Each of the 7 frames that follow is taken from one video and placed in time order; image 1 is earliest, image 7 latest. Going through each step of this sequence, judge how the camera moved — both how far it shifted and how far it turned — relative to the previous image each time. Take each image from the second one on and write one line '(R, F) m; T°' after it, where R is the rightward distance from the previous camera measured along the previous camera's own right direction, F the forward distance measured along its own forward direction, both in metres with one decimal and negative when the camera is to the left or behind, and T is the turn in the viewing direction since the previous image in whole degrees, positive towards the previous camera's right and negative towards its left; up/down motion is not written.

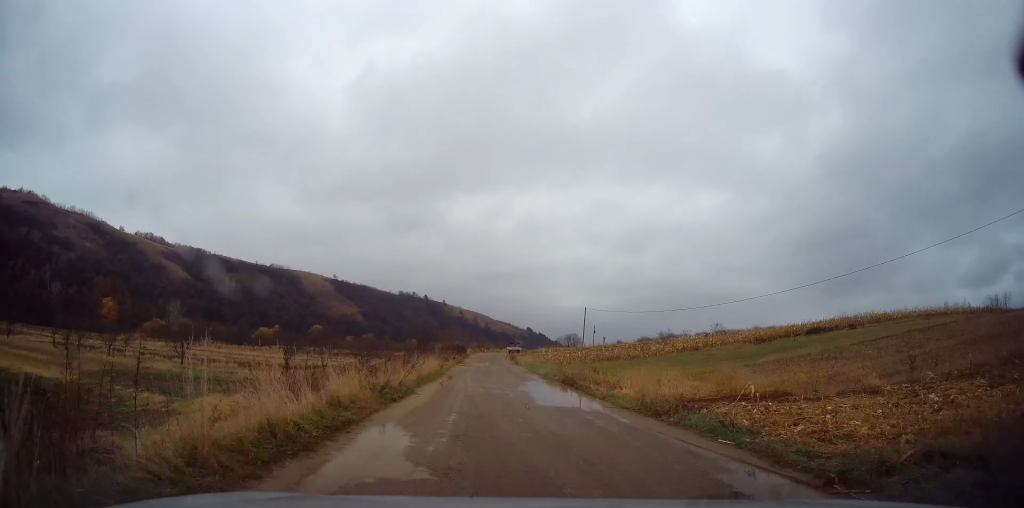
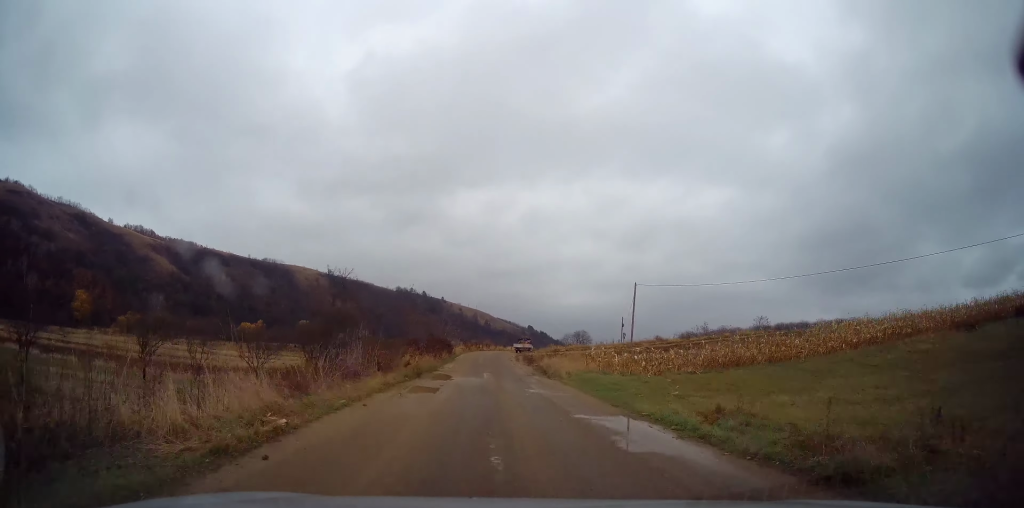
(+0.2, +26.8) m; +1°
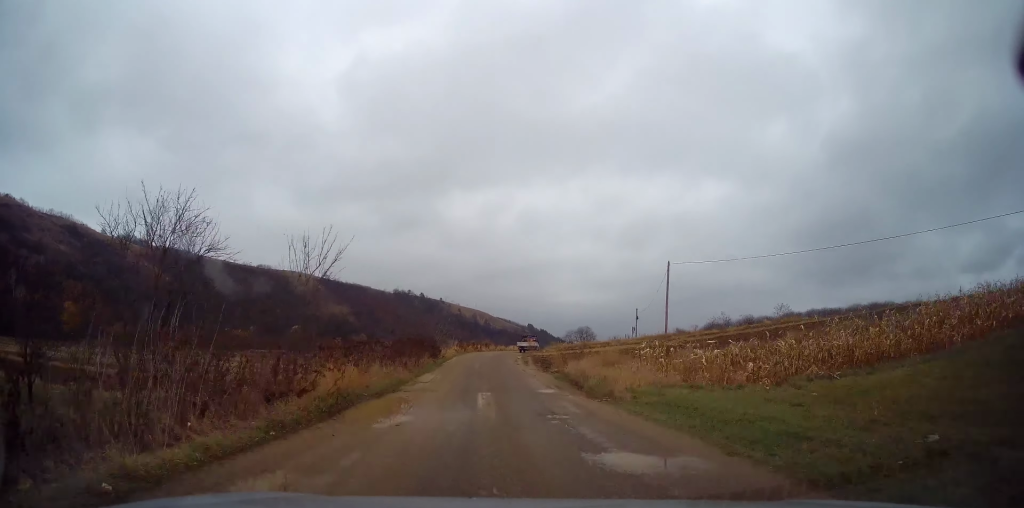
(+0.2, +10.4) m; +1°
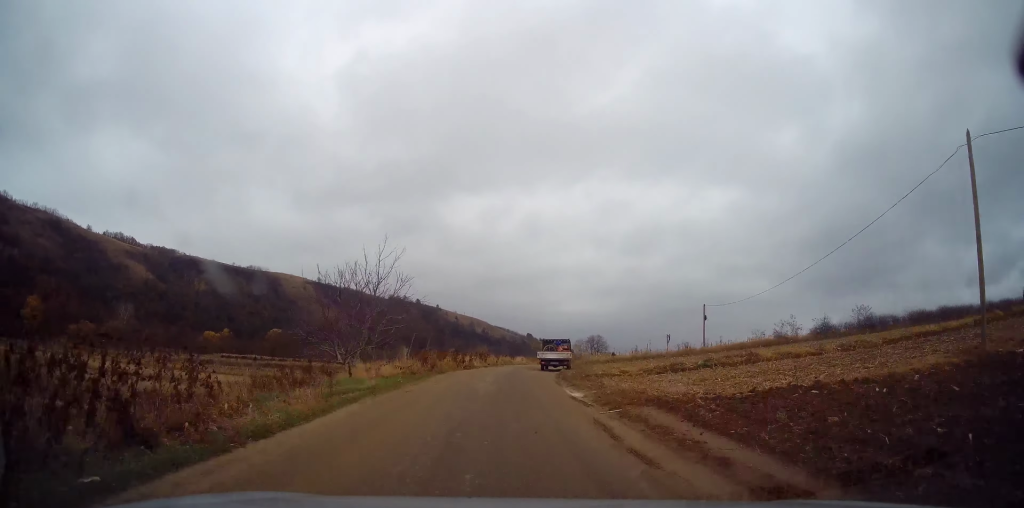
(-0.4, +28.9) m; -1°
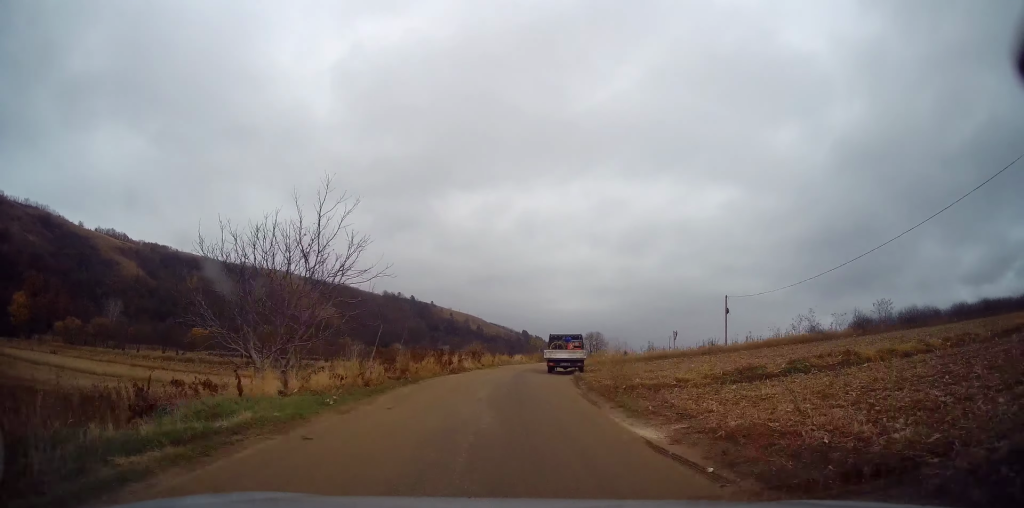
(0.0, +7.1) m; +1°
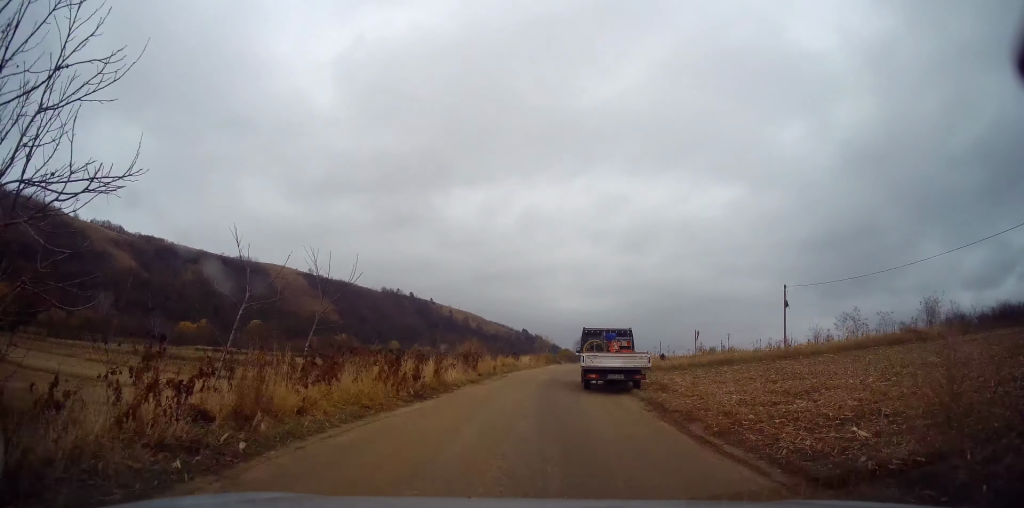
(+0.1, +11.6) m; +2°
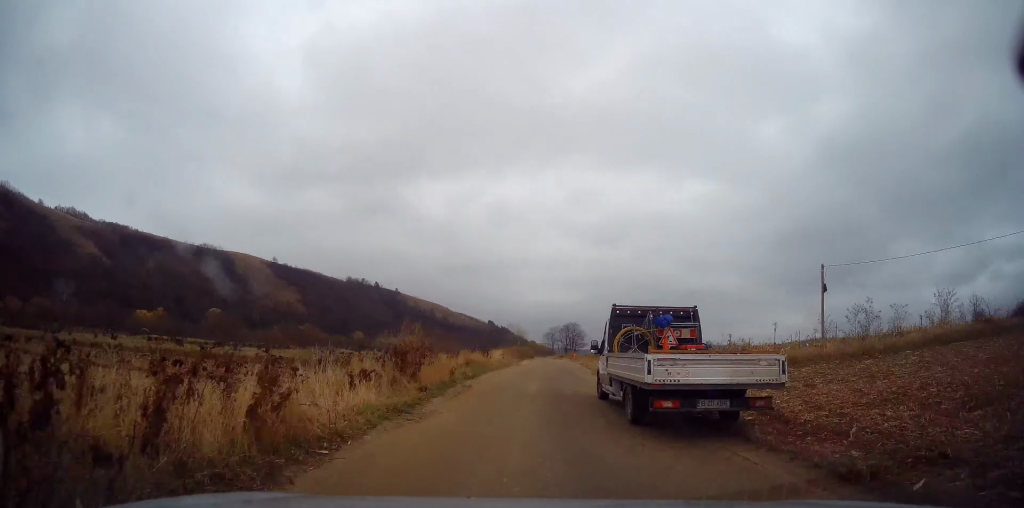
(+0.2, +10.0) m; +3°
